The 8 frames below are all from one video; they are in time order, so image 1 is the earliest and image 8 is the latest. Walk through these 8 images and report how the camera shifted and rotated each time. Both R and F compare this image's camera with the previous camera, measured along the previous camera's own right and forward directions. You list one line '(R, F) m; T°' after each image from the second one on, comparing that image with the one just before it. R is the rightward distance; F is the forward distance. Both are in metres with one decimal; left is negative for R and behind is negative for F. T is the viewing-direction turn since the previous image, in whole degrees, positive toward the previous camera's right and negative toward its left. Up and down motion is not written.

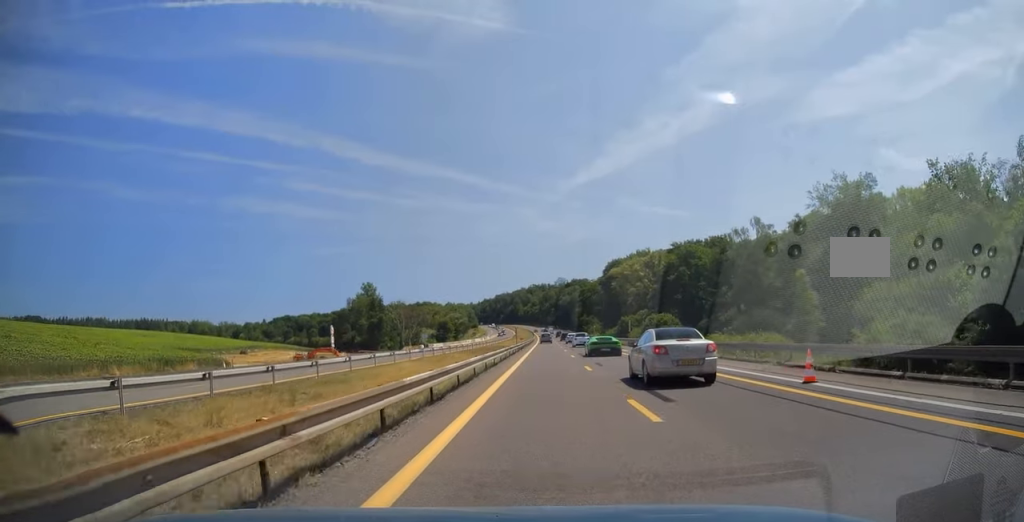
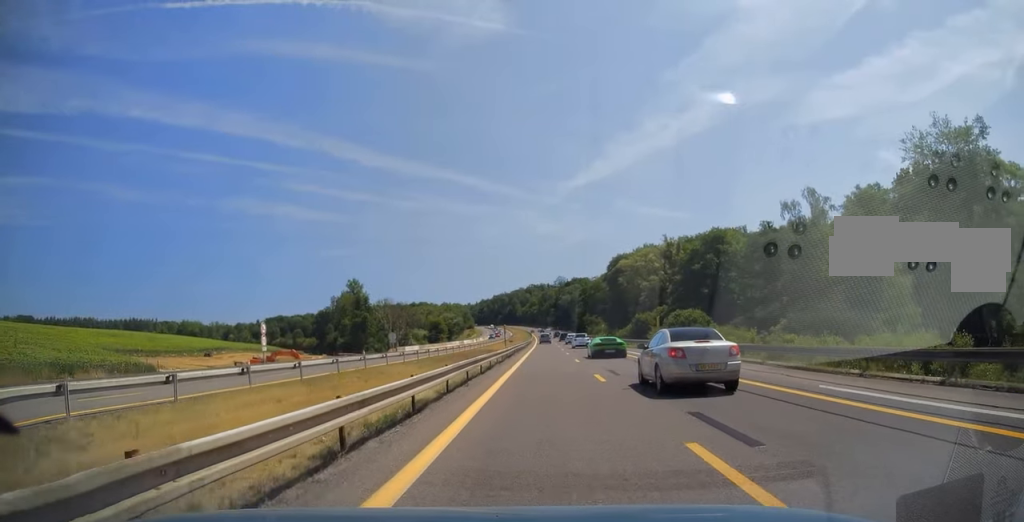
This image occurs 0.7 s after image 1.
(0.0, +17.8) m; 0°
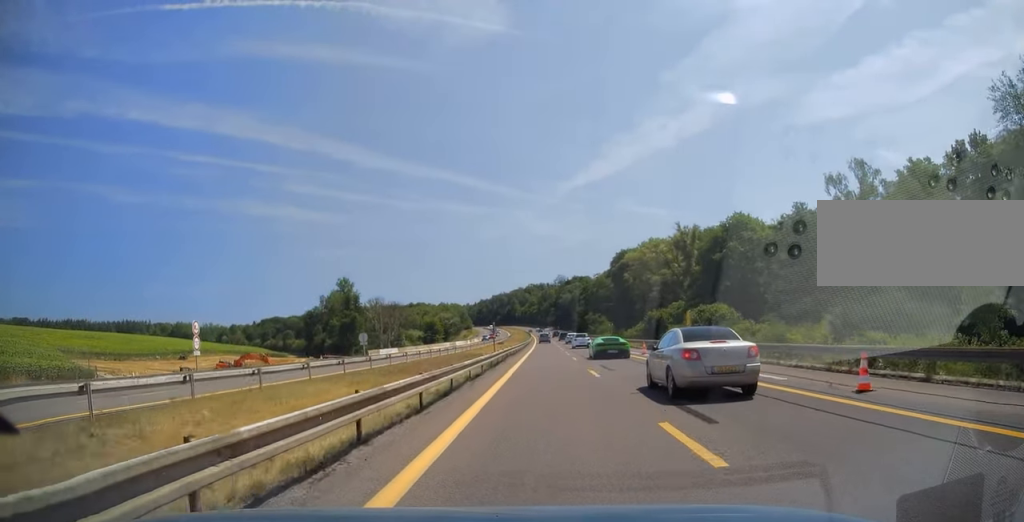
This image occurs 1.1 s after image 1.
(-0.1, +11.3) m; 0°
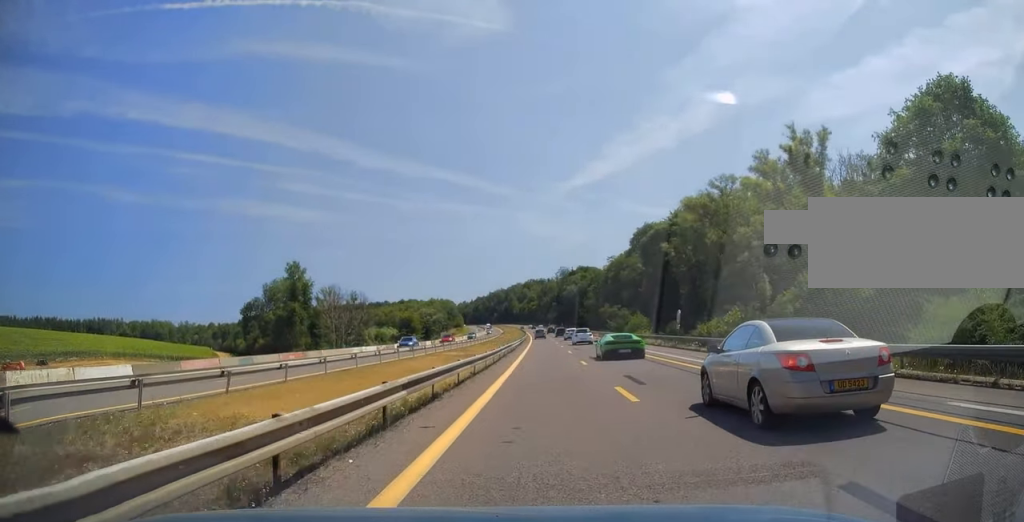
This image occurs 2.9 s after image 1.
(+0.4, +46.2) m; 0°
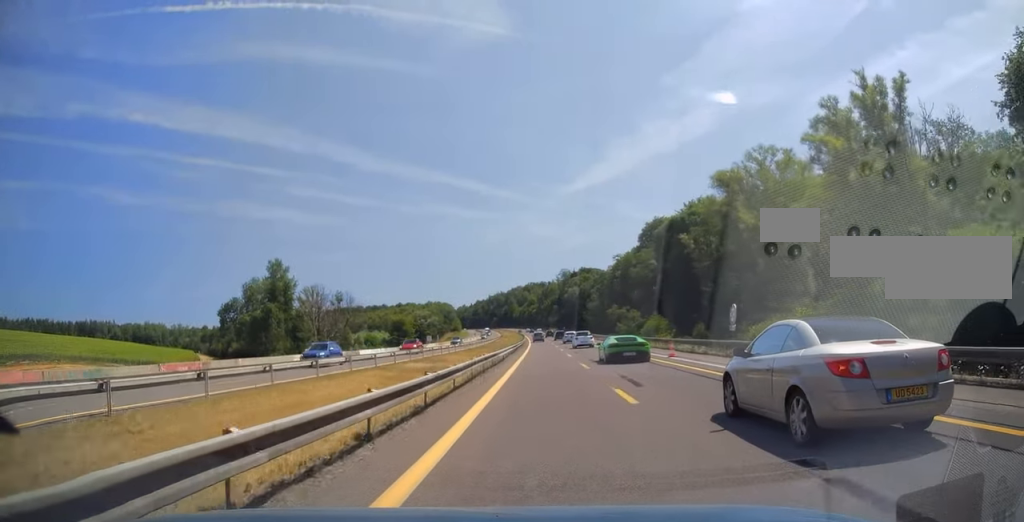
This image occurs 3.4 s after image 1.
(-0.1, +13.0) m; 0°
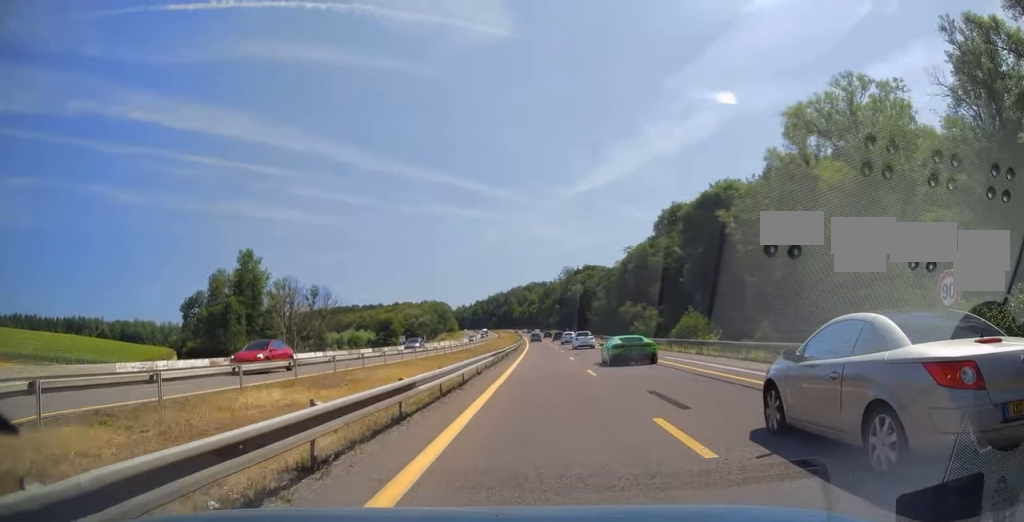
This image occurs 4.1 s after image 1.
(0.0, +18.1) m; -1°
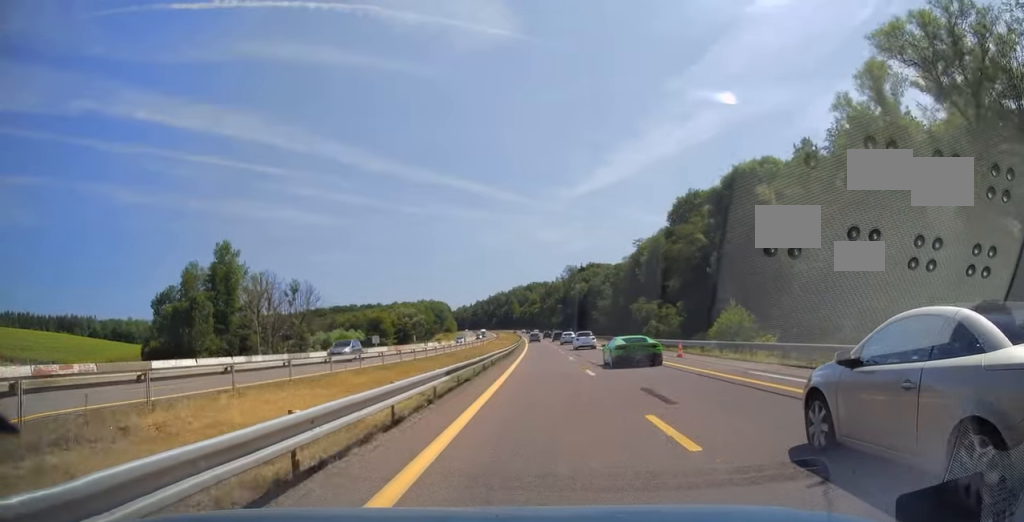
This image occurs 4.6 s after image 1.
(0.0, +12.5) m; 0°
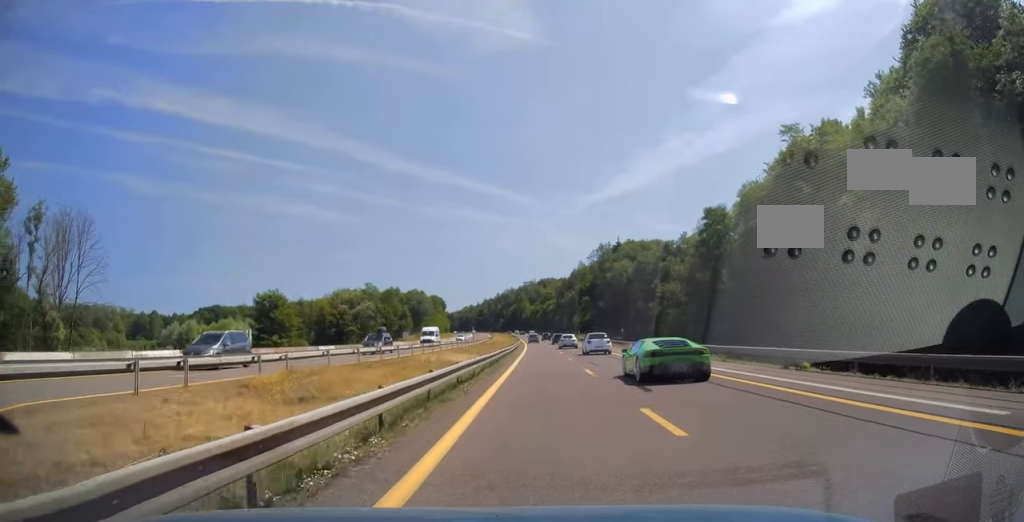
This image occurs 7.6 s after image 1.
(-0.4, +76.6) m; -1°
